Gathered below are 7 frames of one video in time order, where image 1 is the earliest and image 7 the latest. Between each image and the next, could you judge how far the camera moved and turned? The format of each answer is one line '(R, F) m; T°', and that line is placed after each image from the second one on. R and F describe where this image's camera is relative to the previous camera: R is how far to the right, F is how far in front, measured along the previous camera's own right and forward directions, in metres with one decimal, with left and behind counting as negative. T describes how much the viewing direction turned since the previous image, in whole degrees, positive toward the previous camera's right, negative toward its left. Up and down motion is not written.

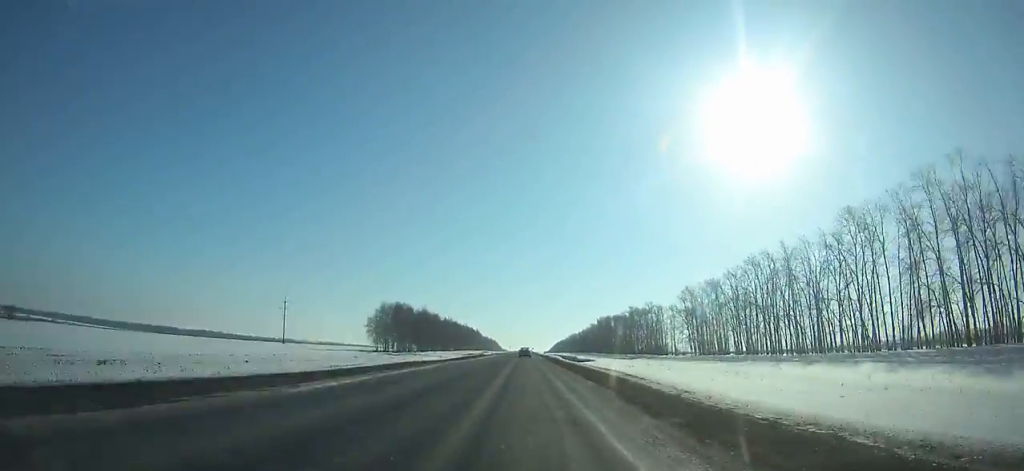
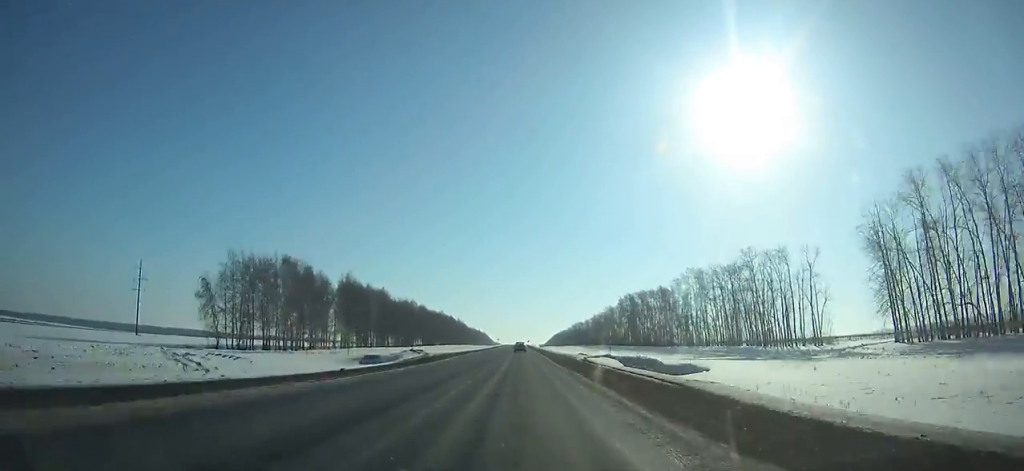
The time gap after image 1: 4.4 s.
(-0.2, +103.5) m; 0°
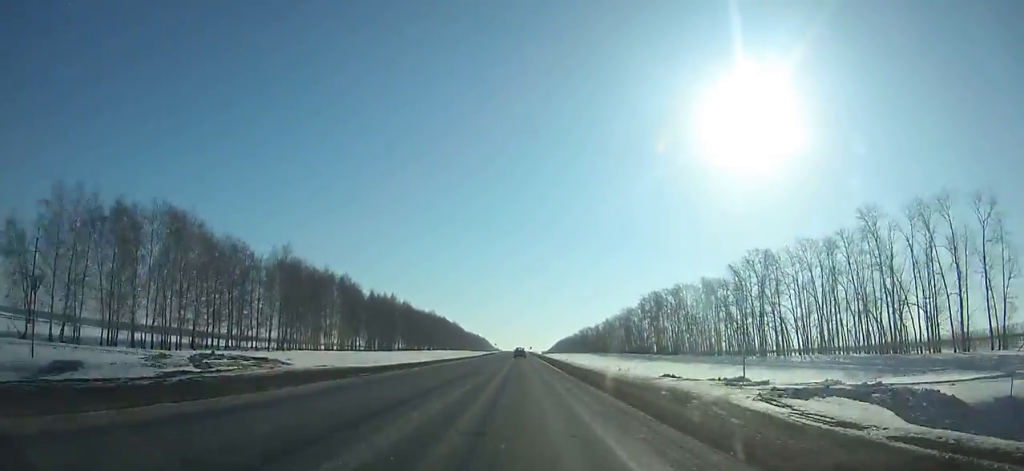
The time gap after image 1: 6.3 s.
(+0.1, +44.3) m; 0°
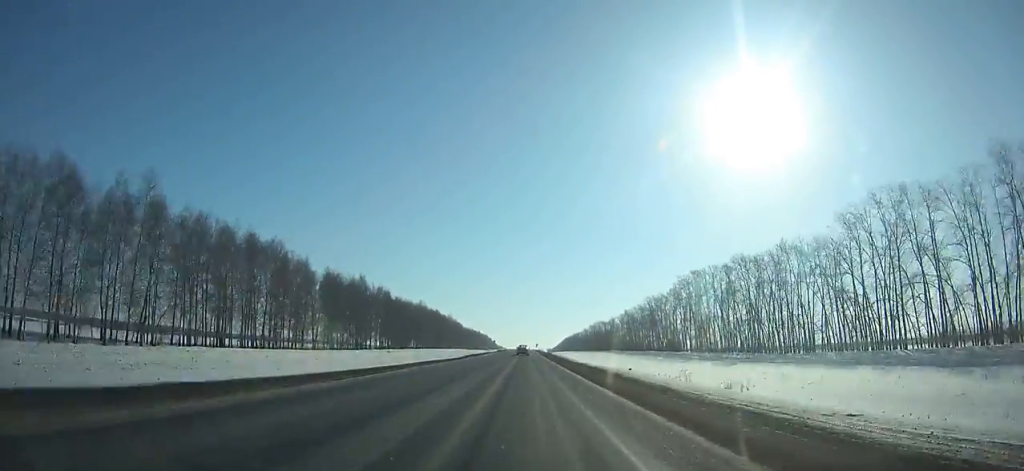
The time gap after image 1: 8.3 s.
(-0.1, +47.2) m; 0°
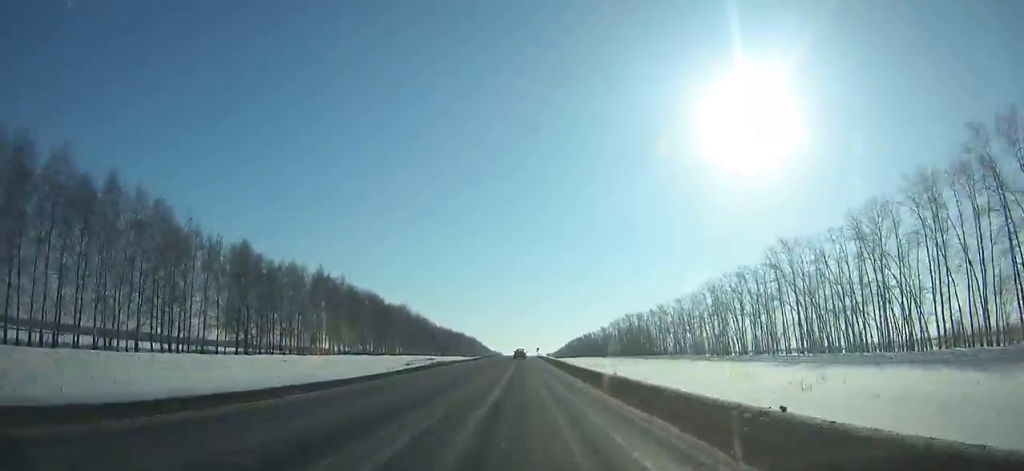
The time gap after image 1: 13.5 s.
(+0.5, +124.5) m; 0°
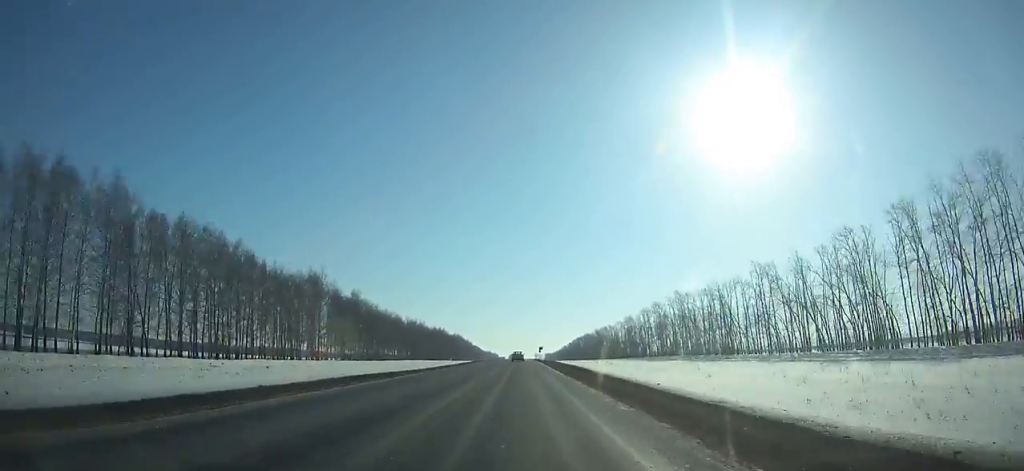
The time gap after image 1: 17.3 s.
(0.0, +93.2) m; 0°
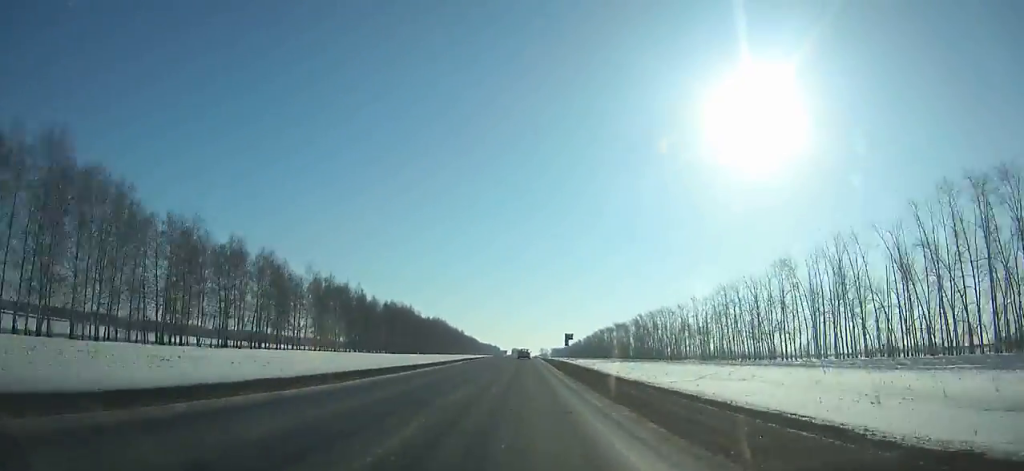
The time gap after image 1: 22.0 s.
(+0.1, +118.0) m; 0°
